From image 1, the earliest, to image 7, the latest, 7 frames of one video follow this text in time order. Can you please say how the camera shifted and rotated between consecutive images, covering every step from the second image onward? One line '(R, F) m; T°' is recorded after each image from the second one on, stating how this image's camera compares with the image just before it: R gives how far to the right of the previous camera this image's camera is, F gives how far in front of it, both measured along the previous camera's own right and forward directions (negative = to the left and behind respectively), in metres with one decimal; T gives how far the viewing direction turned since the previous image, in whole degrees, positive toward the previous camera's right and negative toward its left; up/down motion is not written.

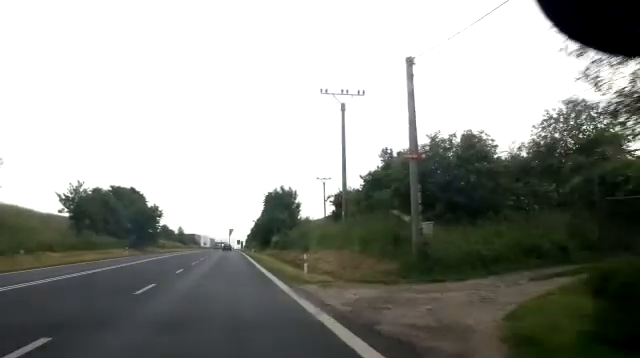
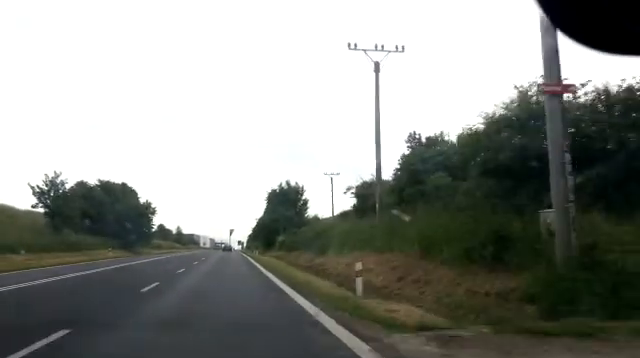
(0.0, +8.0) m; 0°
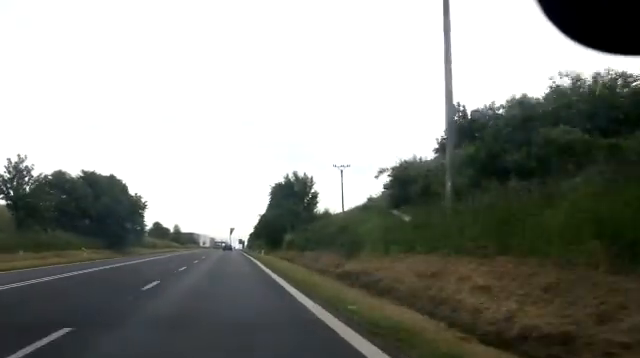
(0.0, +8.7) m; 0°
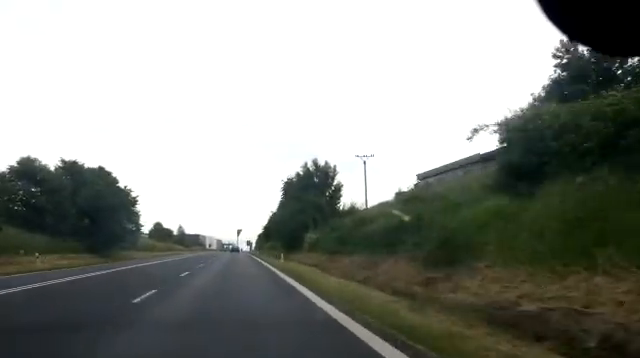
(0.0, +11.5) m; 0°
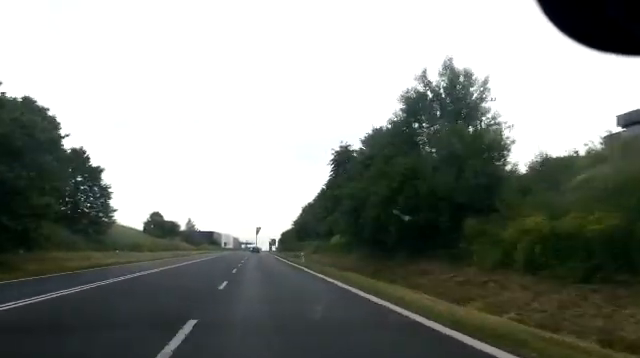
(0.0, +32.1) m; 0°
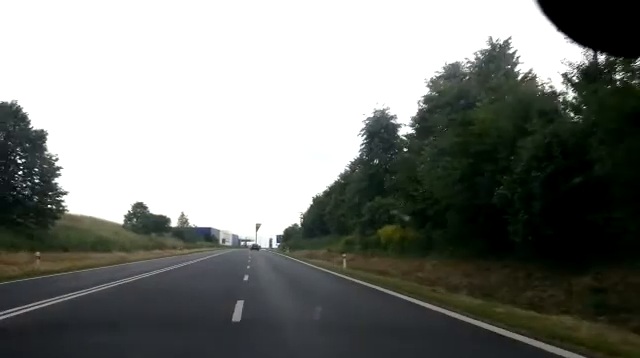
(-0.1, +15.6) m; 0°
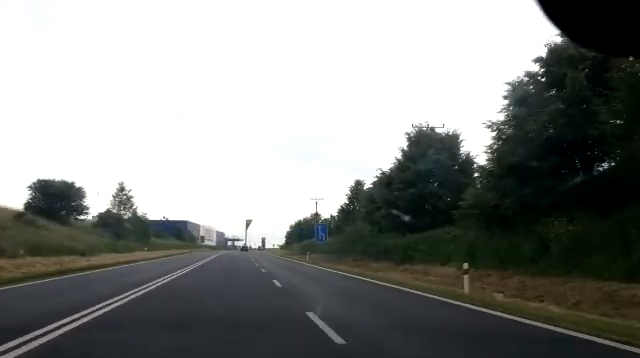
(+0.5, +55.2) m; +2°
